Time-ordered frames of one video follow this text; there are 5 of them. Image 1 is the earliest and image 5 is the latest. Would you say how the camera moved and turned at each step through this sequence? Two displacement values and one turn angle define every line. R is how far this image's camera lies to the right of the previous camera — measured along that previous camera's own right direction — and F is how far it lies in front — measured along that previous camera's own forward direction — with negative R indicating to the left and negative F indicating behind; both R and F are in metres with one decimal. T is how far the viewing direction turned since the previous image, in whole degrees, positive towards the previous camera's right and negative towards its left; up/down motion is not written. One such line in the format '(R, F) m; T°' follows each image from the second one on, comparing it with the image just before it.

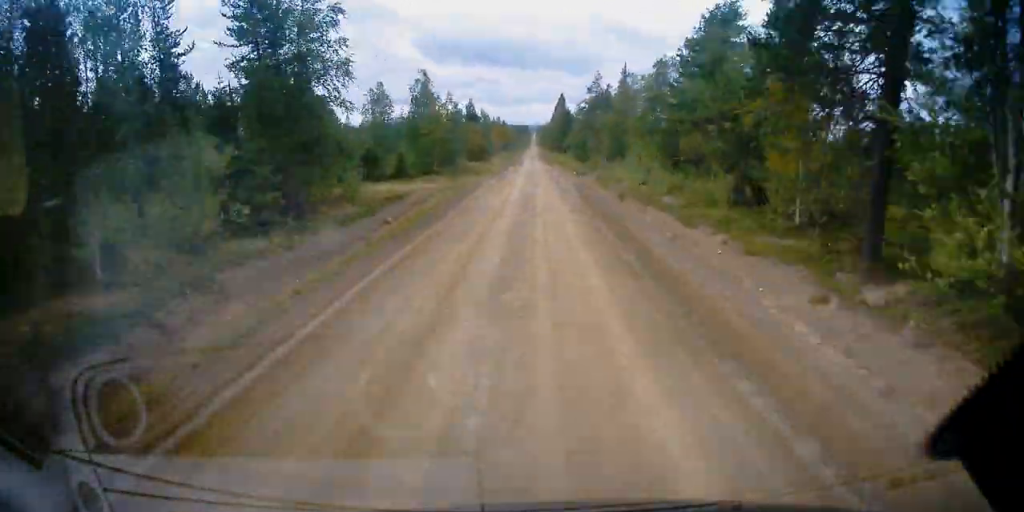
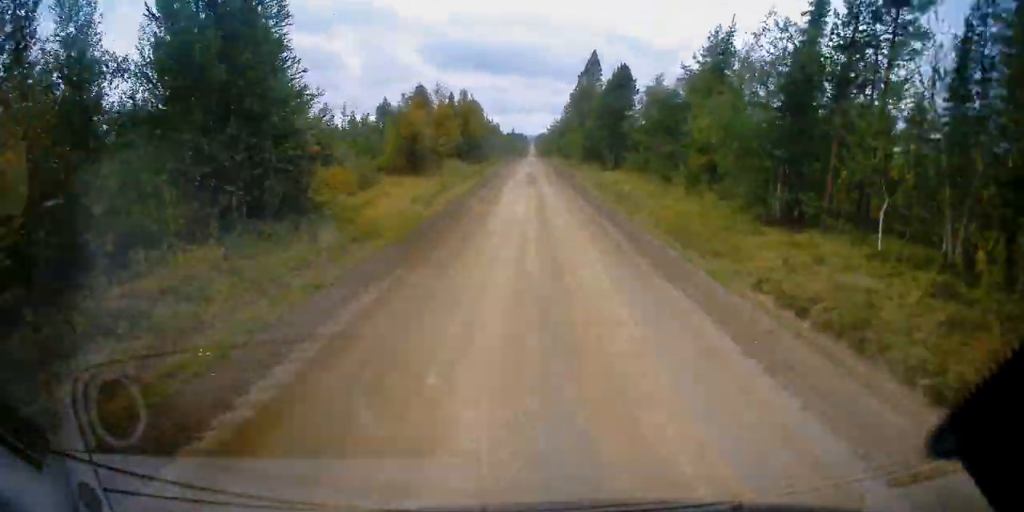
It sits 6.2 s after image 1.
(-17.0, +75.6) m; -15°
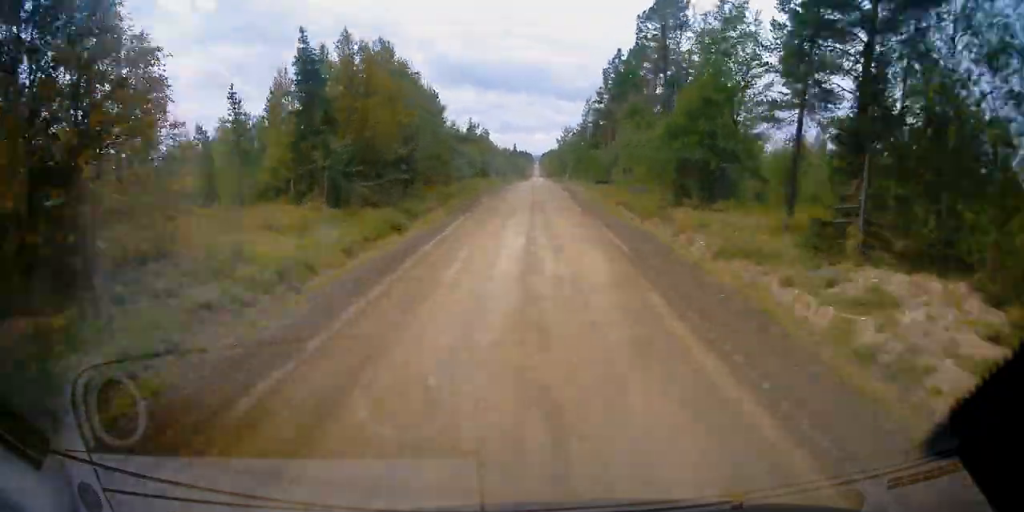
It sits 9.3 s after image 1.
(-8.4, +38.5) m; +8°
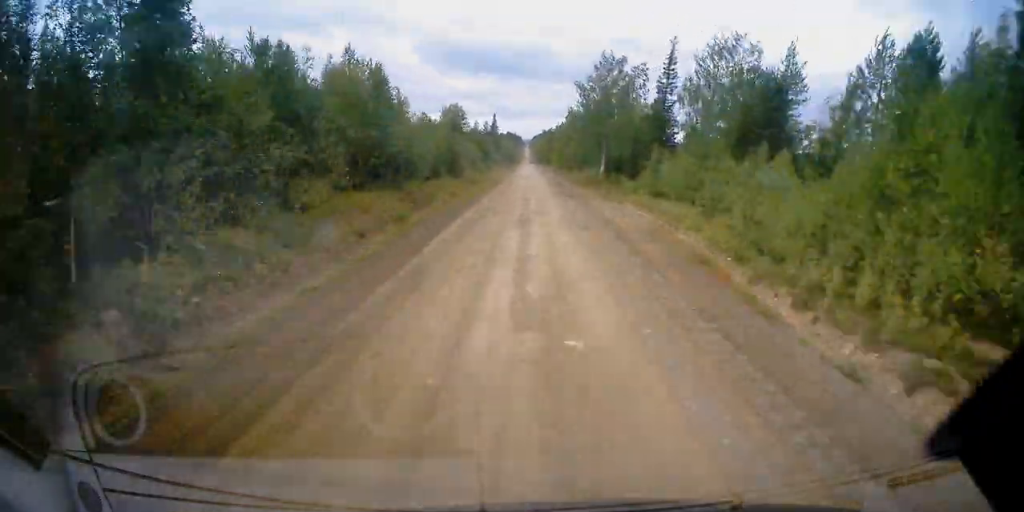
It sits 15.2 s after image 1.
(+22.2, +83.5) m; +7°
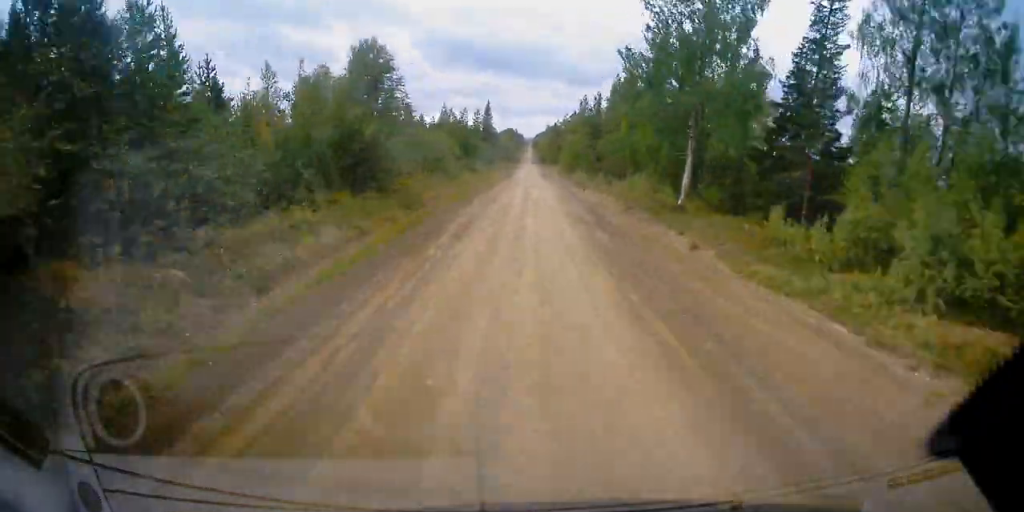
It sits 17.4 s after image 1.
(-3.0, +33.2) m; -5°
